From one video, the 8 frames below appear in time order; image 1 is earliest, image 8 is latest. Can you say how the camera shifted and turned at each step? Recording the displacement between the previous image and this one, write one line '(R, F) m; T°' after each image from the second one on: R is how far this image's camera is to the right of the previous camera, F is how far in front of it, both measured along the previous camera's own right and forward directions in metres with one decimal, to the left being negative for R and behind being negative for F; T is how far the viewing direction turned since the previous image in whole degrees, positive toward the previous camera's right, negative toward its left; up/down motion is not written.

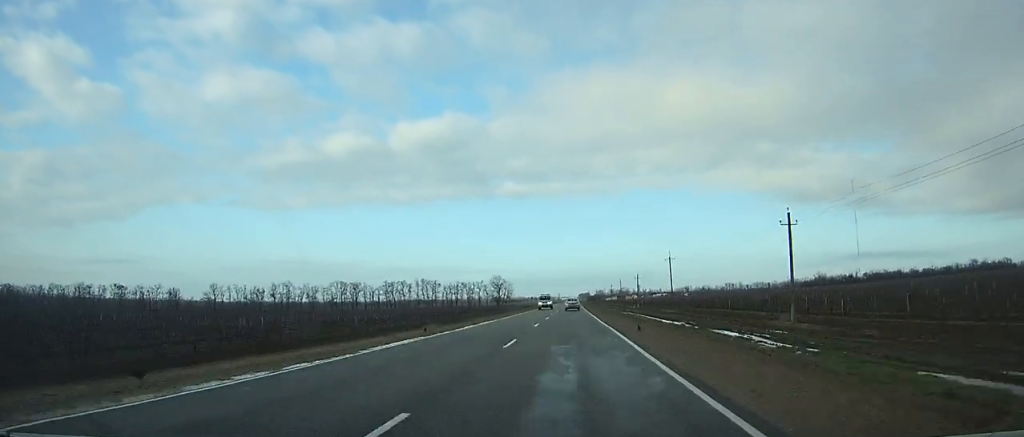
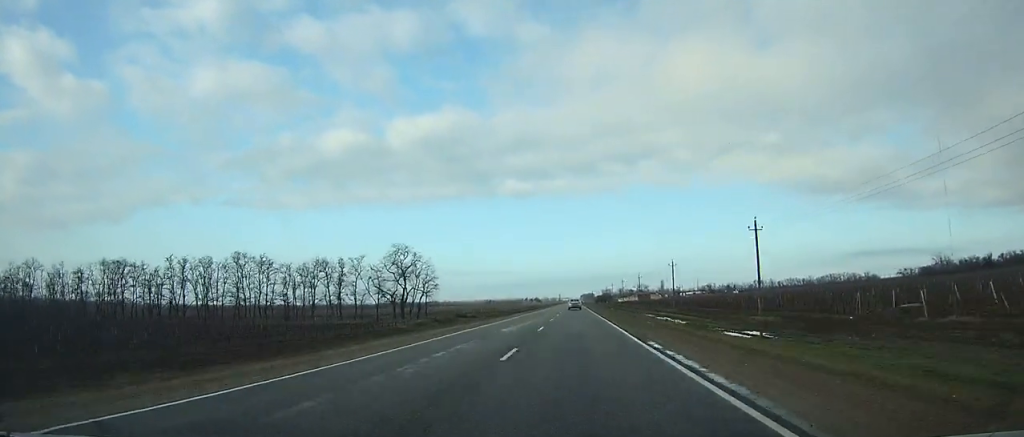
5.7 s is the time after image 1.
(-0.5, +146.9) m; 0°
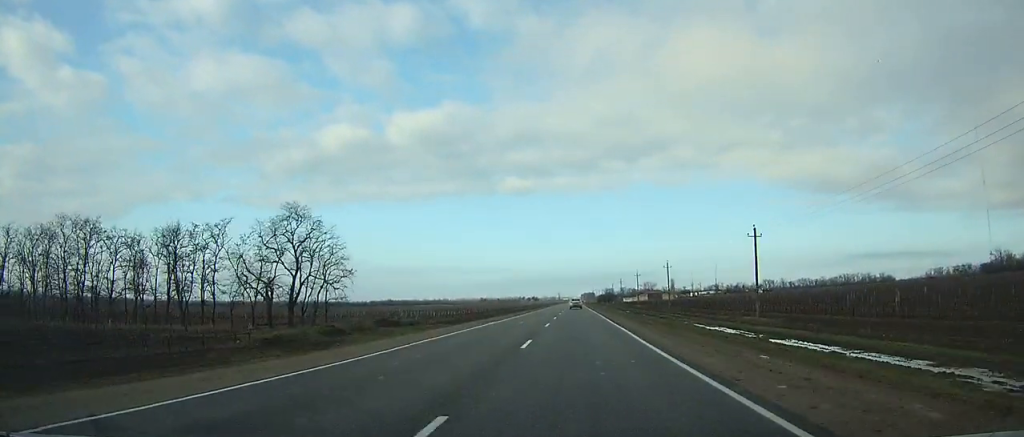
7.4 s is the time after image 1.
(0.0, +43.9) m; 0°
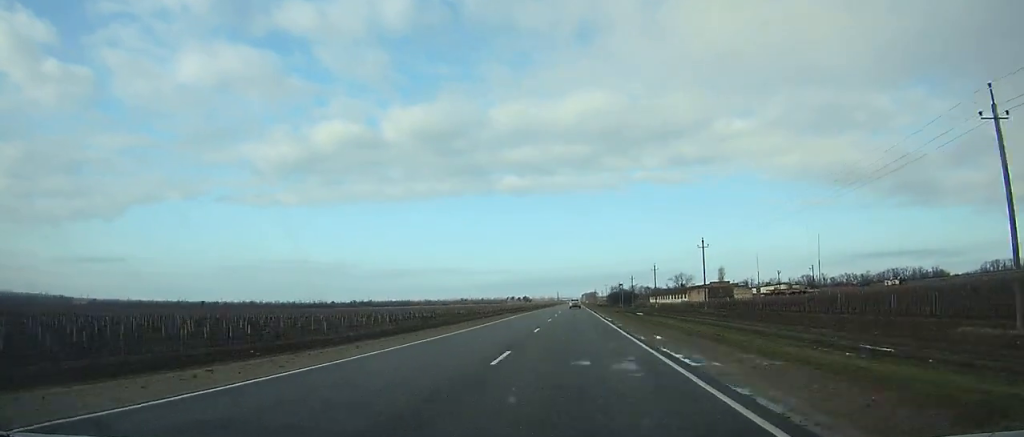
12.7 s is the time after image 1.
(+0.4, +135.9) m; 0°
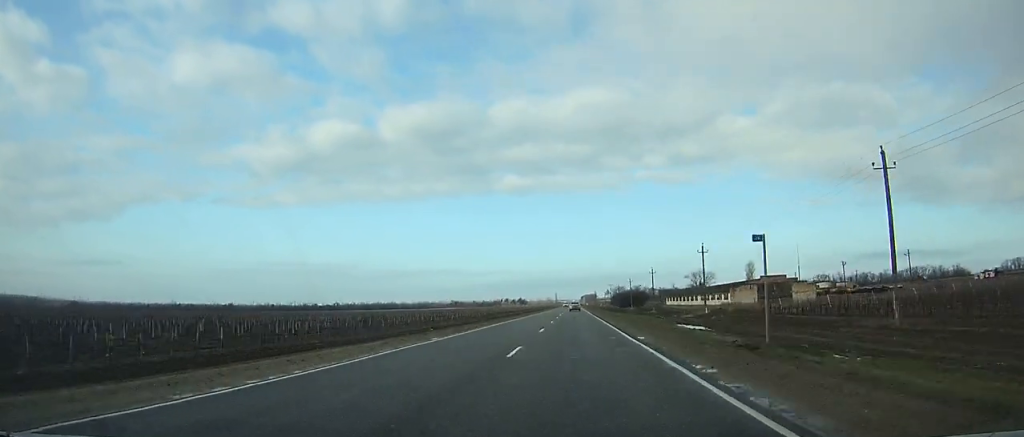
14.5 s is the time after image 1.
(+0.1, +45.7) m; 0°
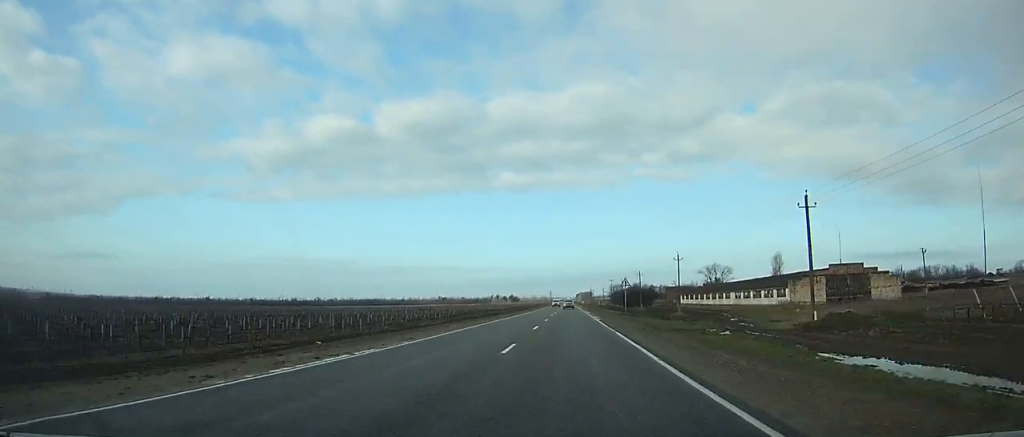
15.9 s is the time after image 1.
(+0.2, +35.4) m; 0°
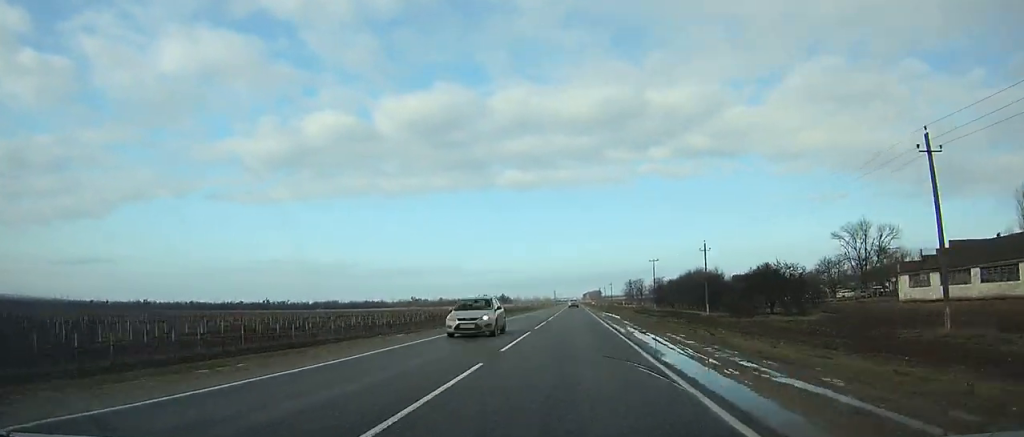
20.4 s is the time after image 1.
(-0.1, +113.2) m; 0°
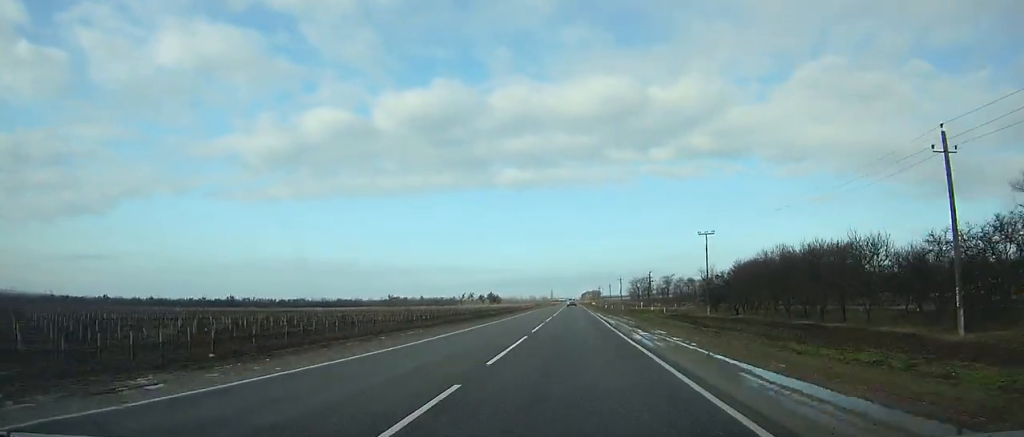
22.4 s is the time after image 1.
(-0.2, +50.2) m; 0°
